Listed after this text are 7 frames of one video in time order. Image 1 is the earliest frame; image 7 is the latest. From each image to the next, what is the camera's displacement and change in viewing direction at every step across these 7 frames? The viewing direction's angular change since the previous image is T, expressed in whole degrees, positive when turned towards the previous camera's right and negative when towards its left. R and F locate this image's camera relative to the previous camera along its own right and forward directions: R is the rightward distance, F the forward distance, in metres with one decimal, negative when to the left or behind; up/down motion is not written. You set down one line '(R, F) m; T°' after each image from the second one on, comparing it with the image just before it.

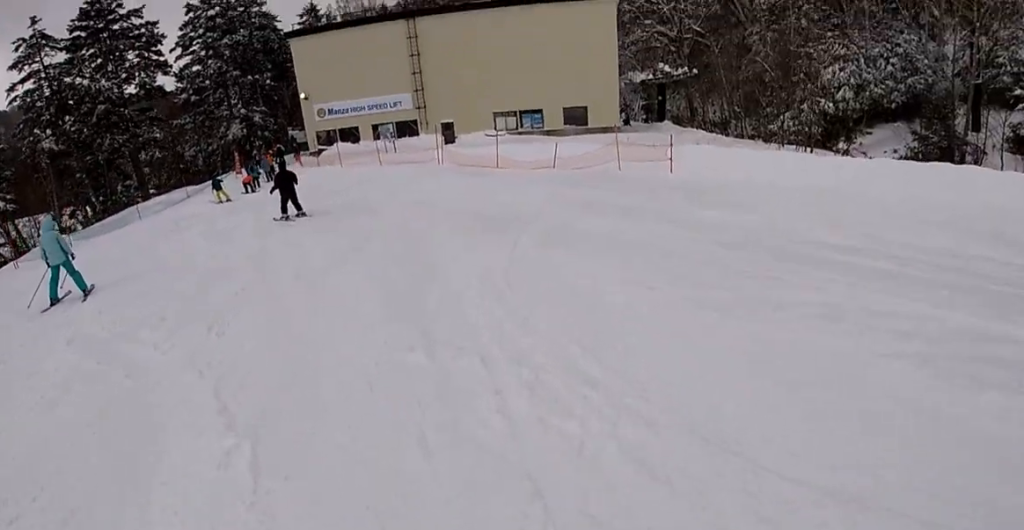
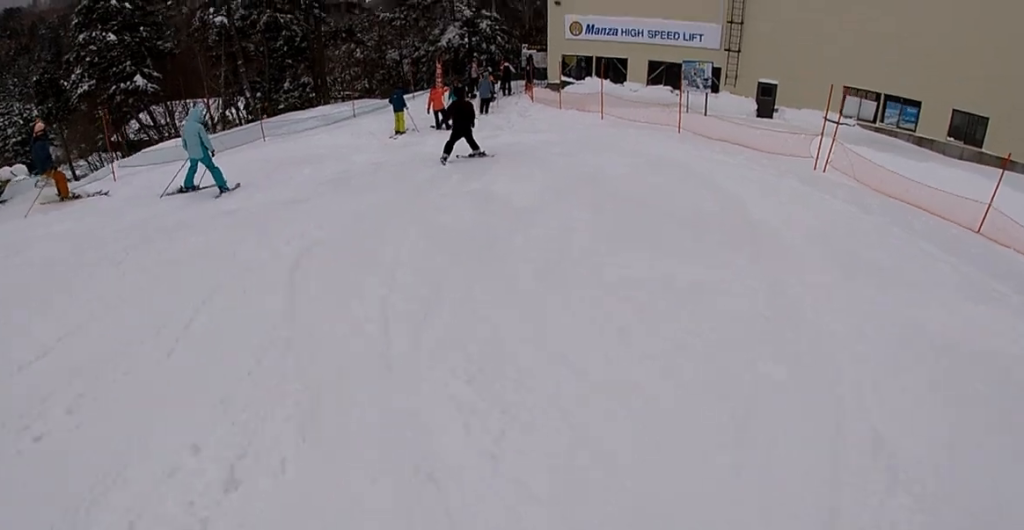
(-2.6, +13.9) m; -14°
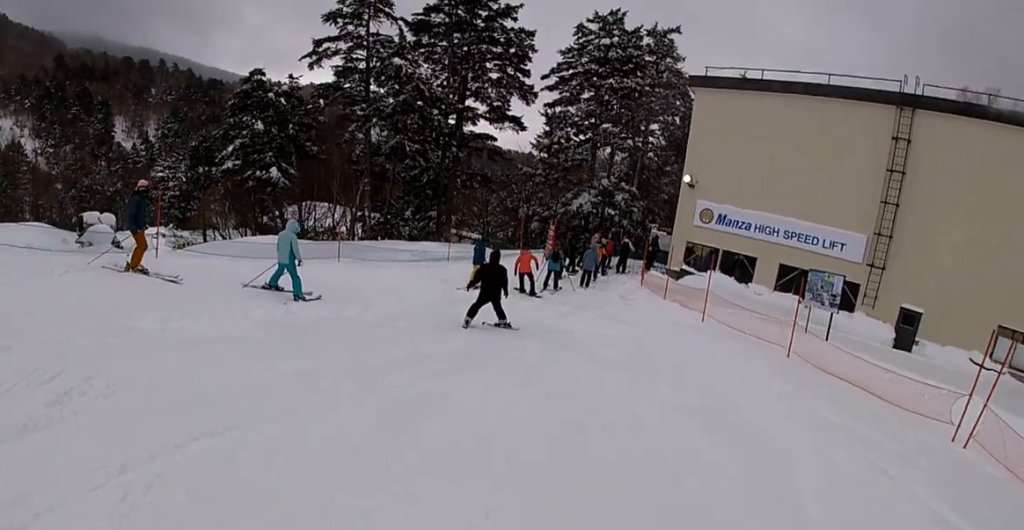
(0.0, +3.4) m; 0°
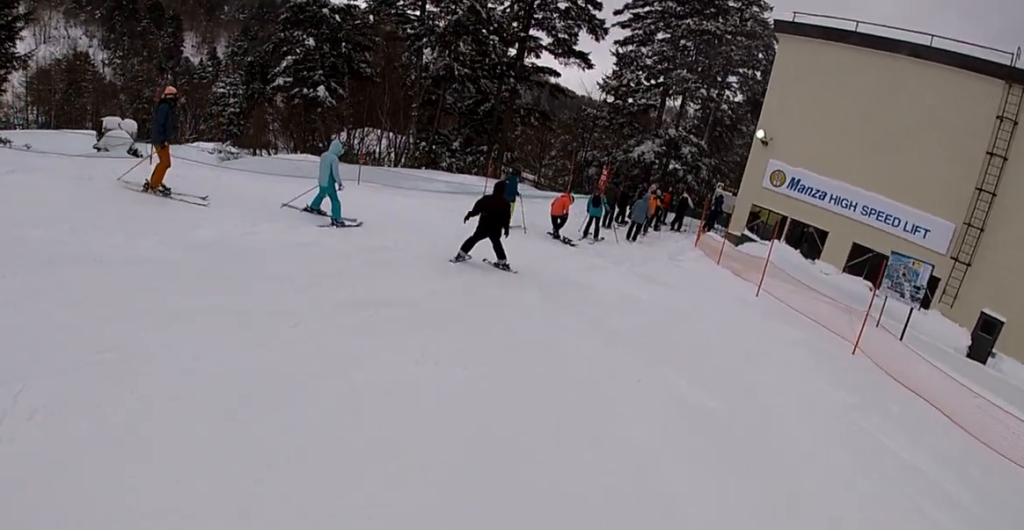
(0.0, +1.9) m; 0°
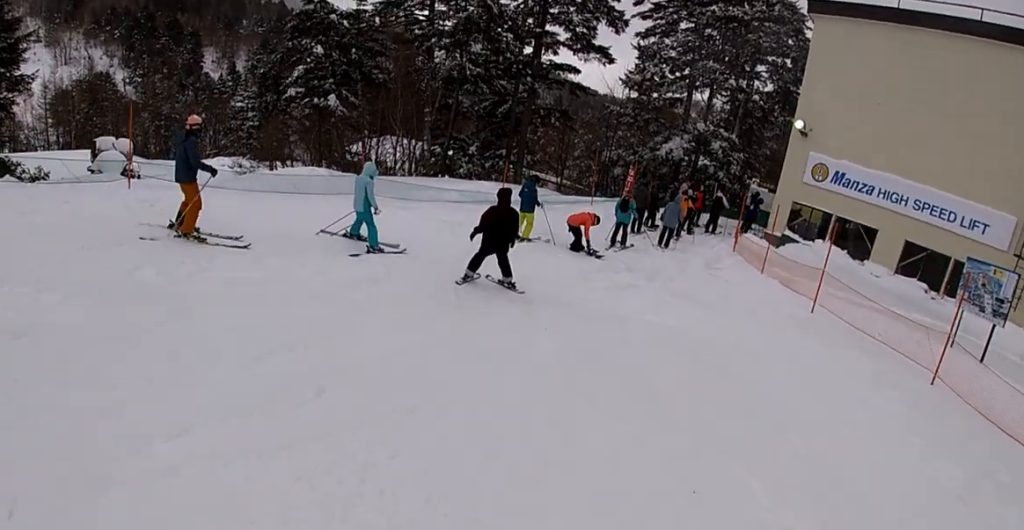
(0.0, +1.7) m; 0°
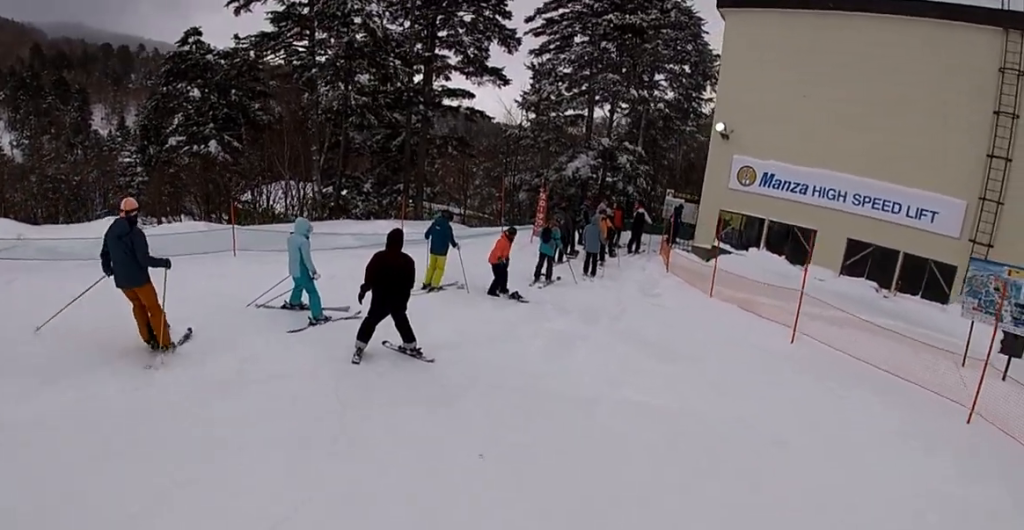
(0.0, +2.5) m; 0°
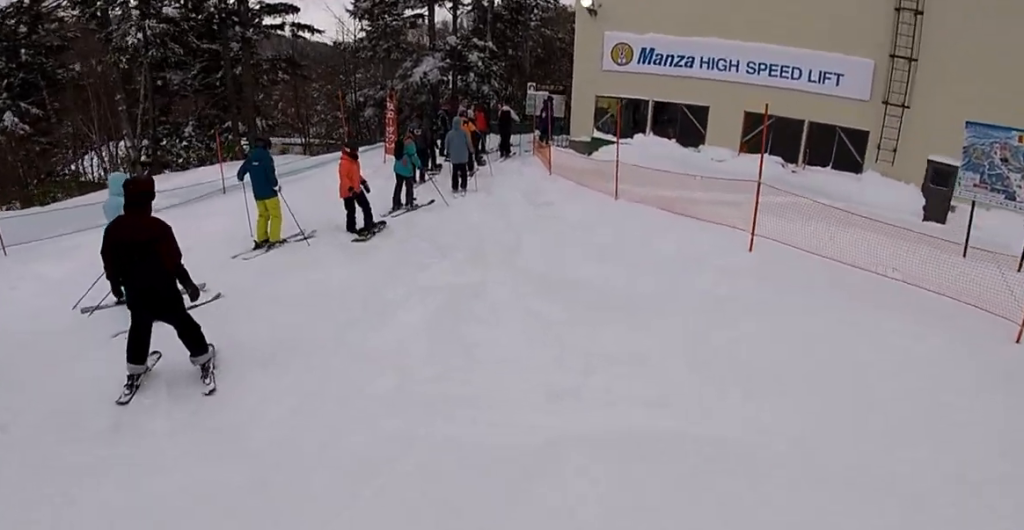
(0.0, +2.4) m; 0°
